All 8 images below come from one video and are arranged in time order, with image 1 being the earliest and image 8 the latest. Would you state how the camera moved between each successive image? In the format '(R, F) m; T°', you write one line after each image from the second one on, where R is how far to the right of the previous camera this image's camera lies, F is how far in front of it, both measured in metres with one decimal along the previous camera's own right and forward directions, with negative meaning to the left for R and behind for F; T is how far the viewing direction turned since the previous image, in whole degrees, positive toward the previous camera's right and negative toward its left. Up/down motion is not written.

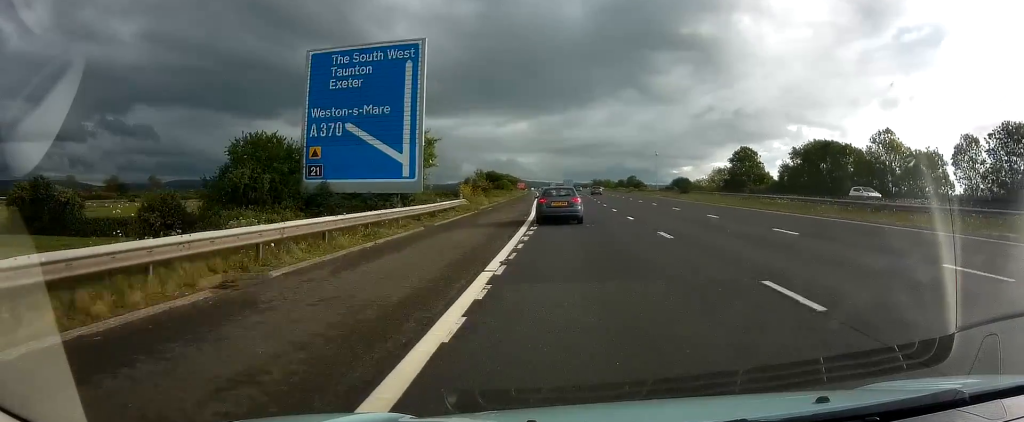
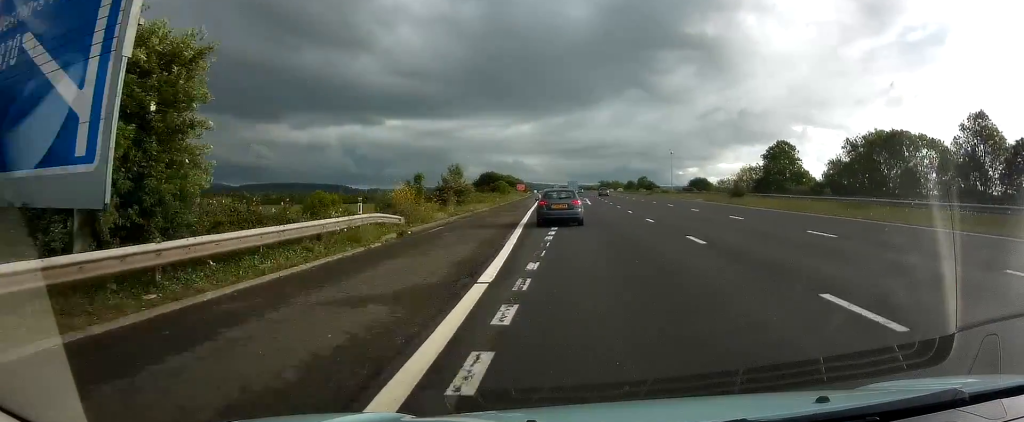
(+0.1, +18.5) m; -1°
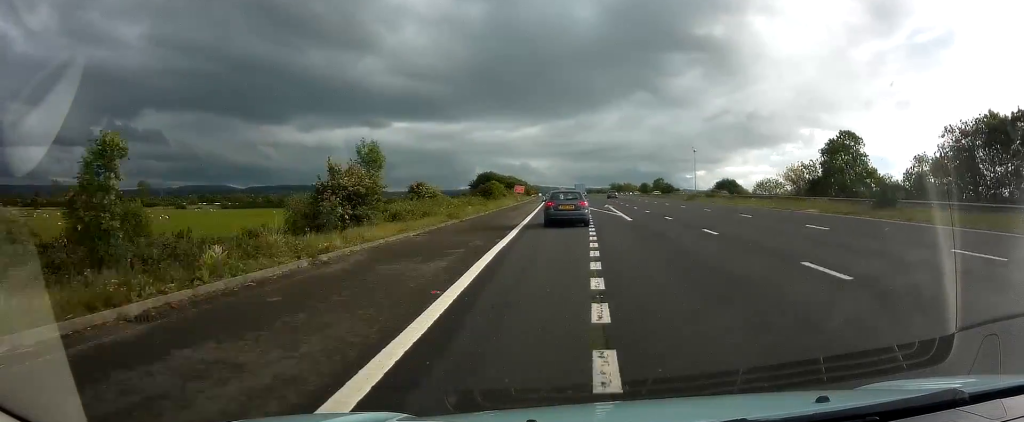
(-0.4, +23.2) m; -1°
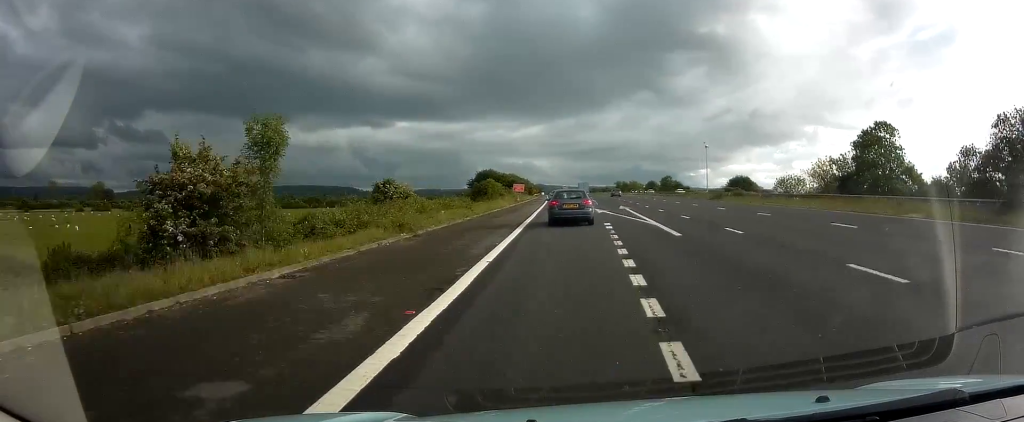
(0.0, +9.6) m; 0°
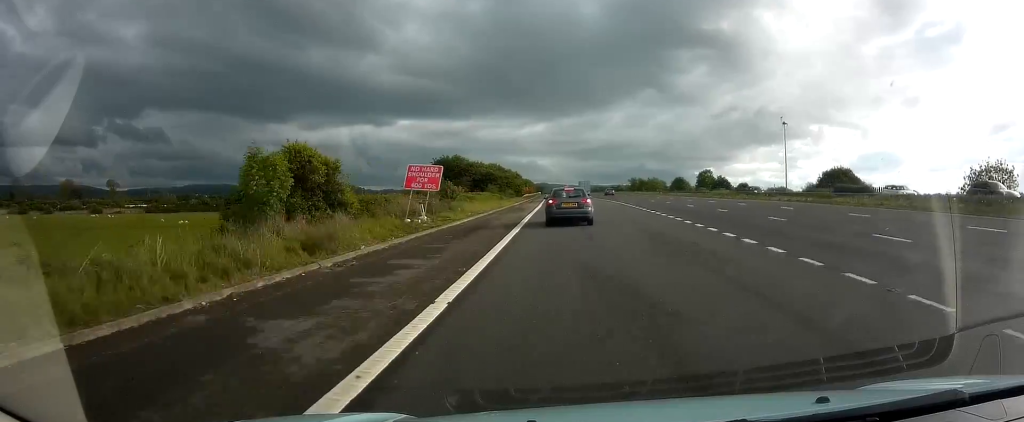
(-0.6, +56.2) m; -1°
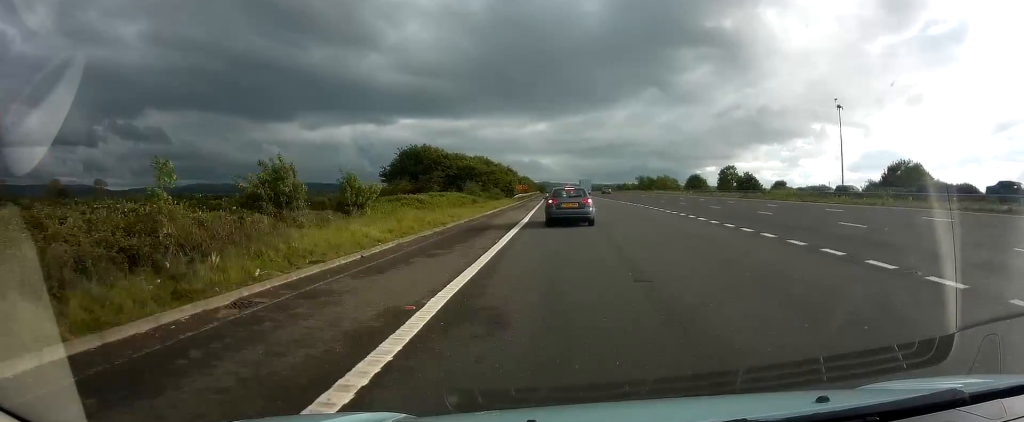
(+0.1, +22.5) m; 0°
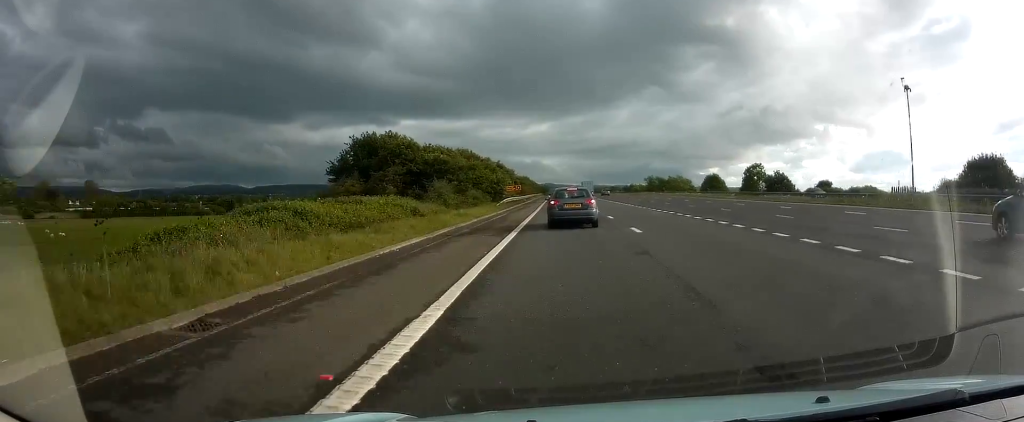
(-0.2, +19.0) m; 0°
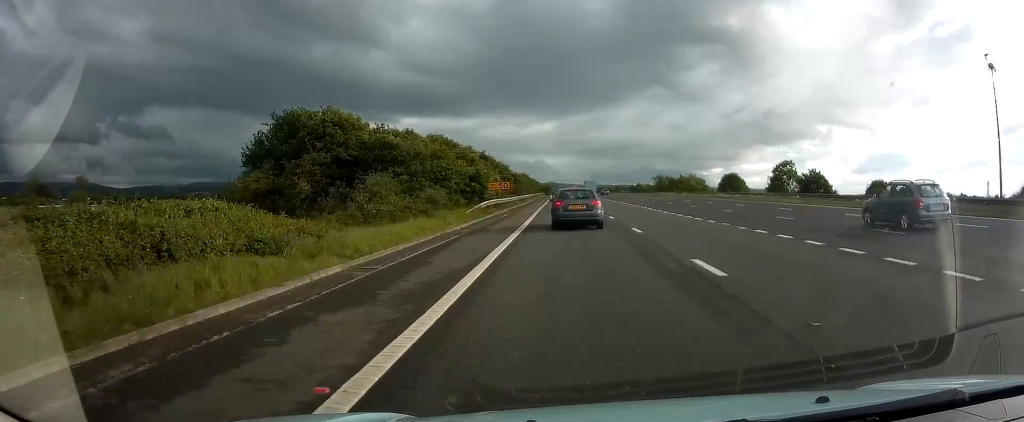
(0.0, +17.0) m; 0°
